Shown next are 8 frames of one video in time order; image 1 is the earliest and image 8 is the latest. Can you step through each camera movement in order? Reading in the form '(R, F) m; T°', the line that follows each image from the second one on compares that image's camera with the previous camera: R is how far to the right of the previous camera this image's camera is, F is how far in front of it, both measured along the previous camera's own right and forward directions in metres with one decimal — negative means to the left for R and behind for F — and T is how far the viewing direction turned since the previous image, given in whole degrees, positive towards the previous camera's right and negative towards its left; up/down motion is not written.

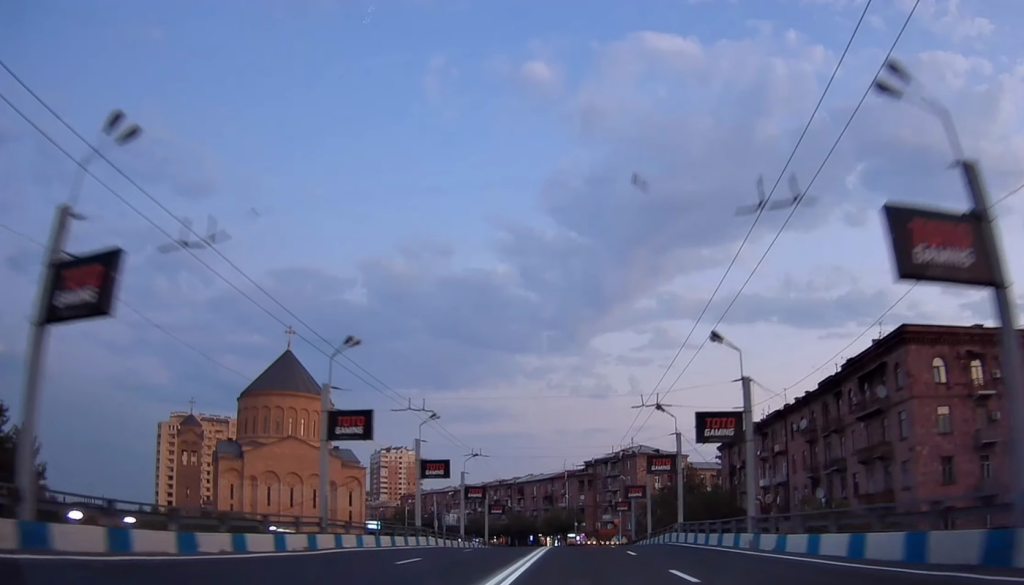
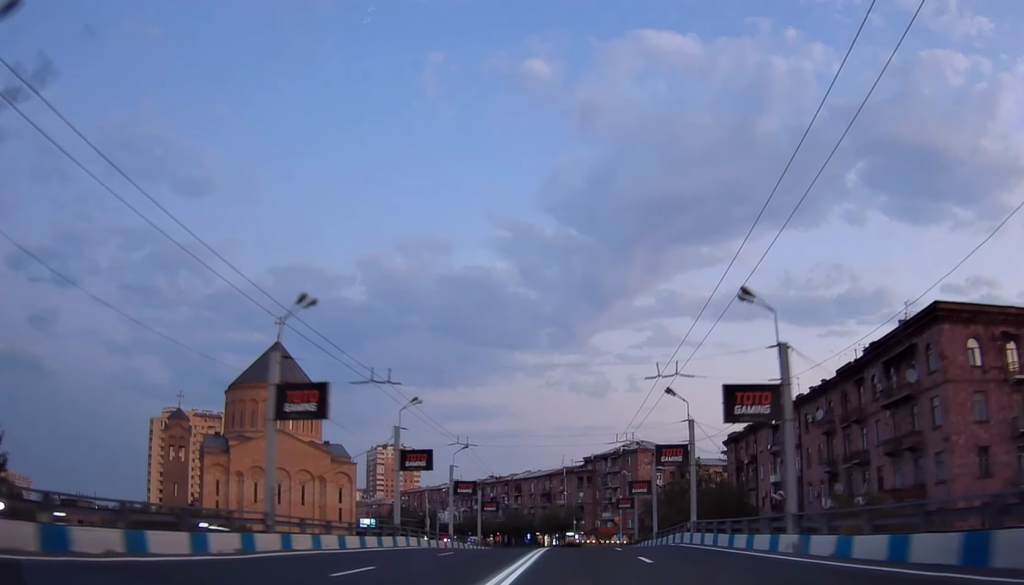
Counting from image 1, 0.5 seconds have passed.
(+0.1, +5.8) m; +1°
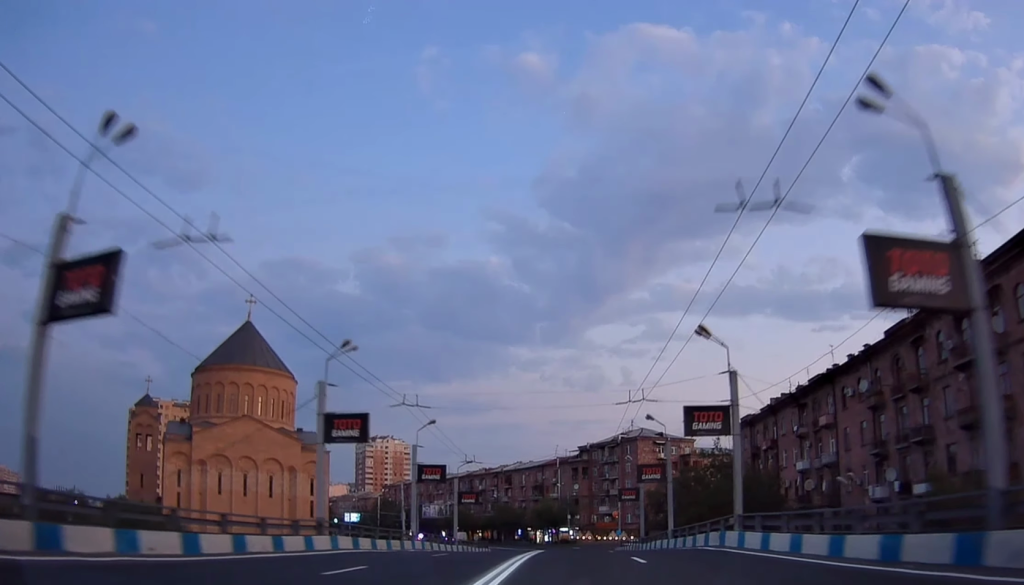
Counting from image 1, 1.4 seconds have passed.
(+0.2, +12.0) m; 0°
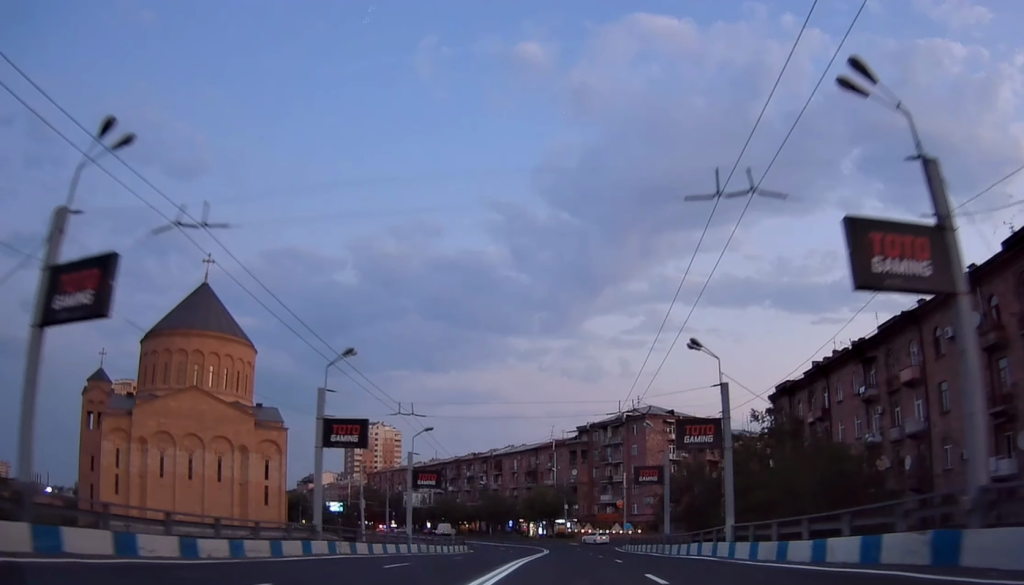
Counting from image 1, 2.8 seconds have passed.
(-0.6, +17.5) m; -2°
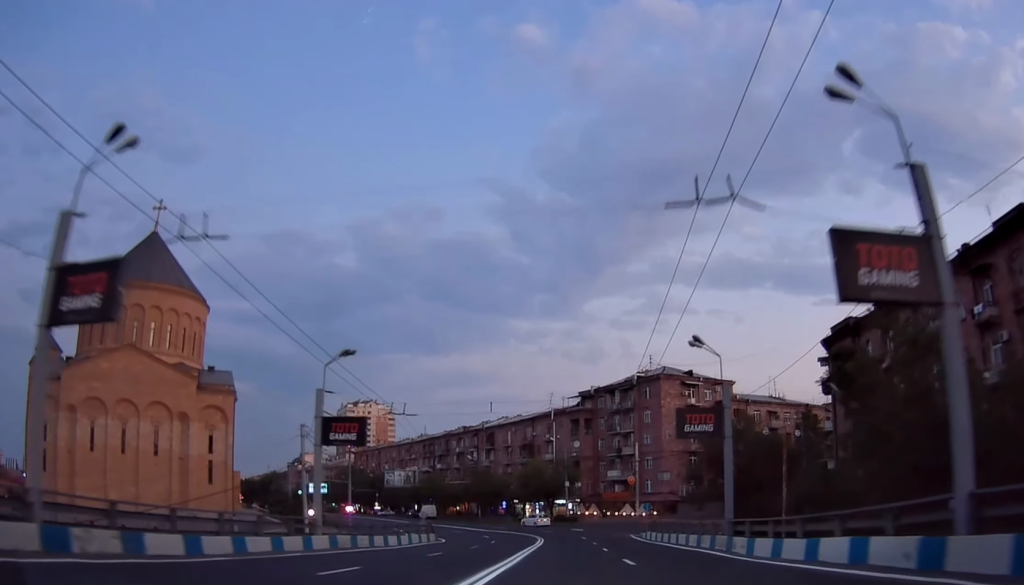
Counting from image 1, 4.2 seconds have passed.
(+0.8, +17.7) m; +2°
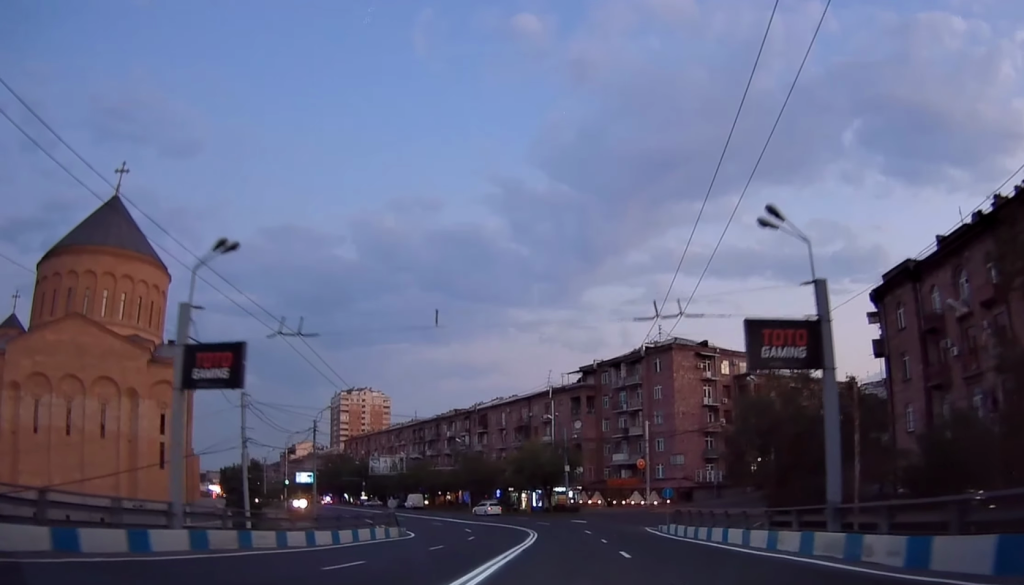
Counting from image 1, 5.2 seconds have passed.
(-0.1, +11.3) m; -2°
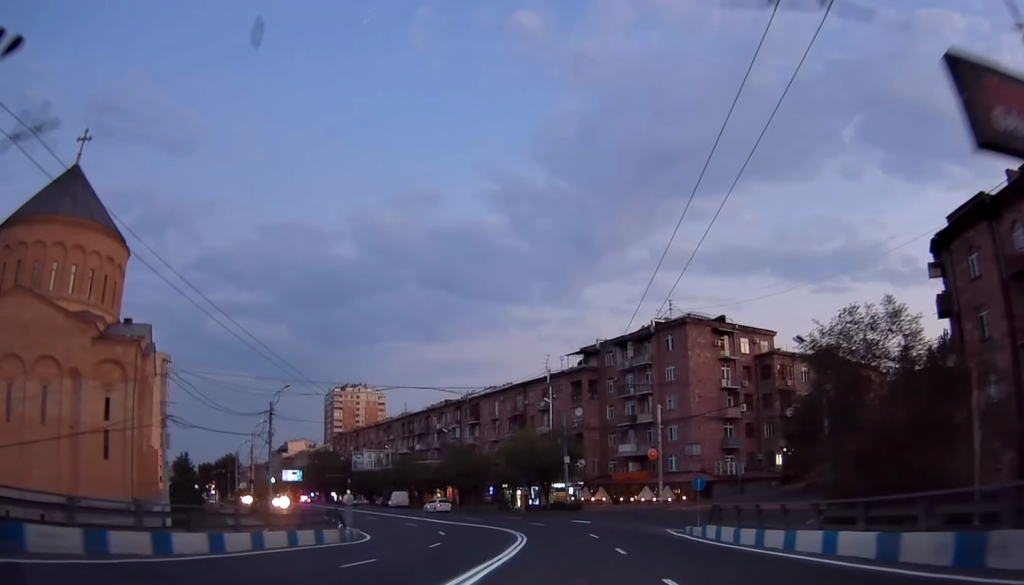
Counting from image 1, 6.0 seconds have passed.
(-0.4, +10.6) m; -1°
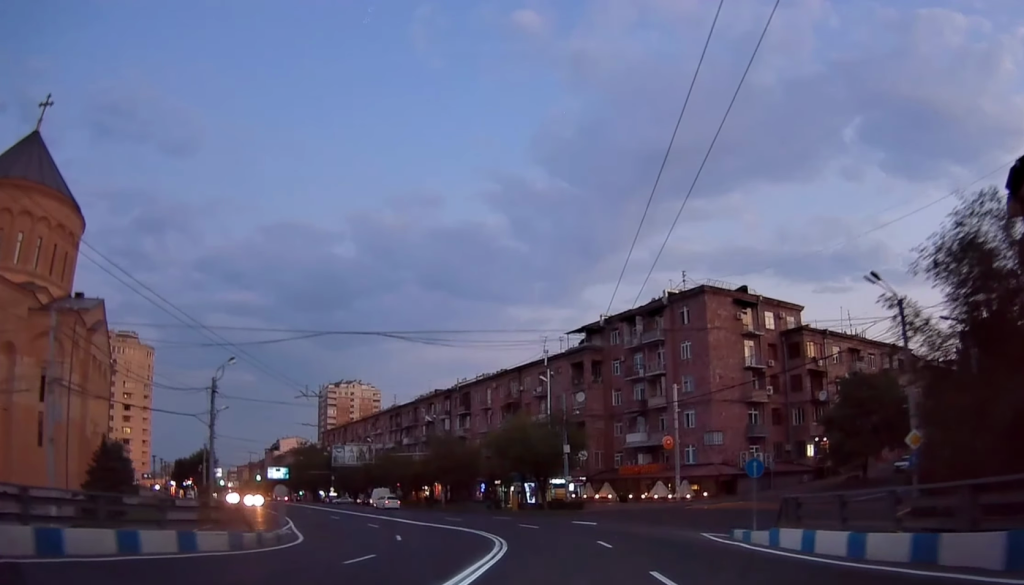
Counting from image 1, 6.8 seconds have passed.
(+0.1, +10.3) m; +2°
